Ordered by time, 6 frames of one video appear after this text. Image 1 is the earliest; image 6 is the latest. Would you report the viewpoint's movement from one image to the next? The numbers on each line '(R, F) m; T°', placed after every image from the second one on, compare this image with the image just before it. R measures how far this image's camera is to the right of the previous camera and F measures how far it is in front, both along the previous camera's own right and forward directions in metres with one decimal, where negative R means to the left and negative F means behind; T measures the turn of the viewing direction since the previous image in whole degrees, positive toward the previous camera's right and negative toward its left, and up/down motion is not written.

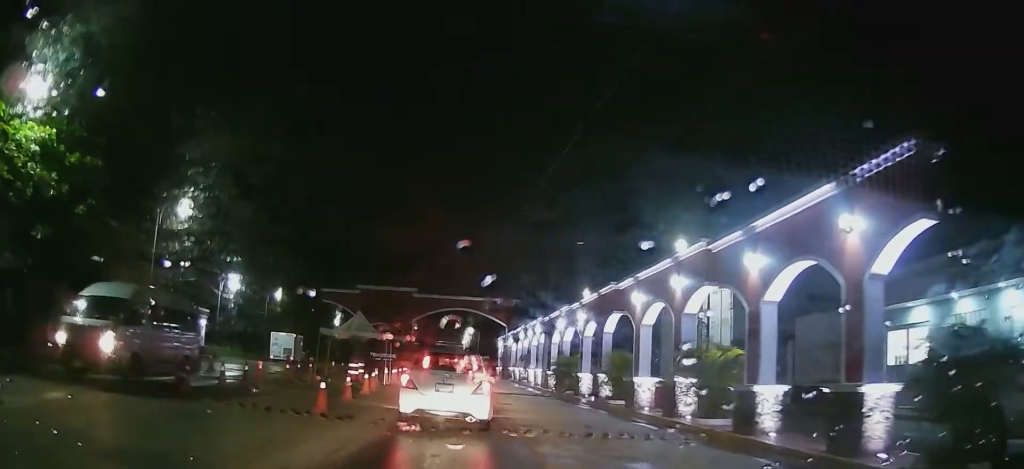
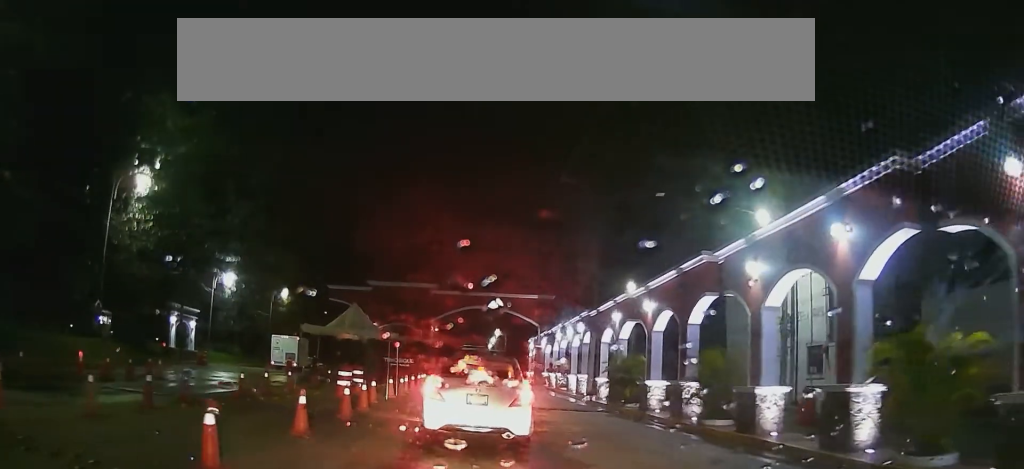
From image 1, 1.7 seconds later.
(-0.1, +7.9) m; -1°
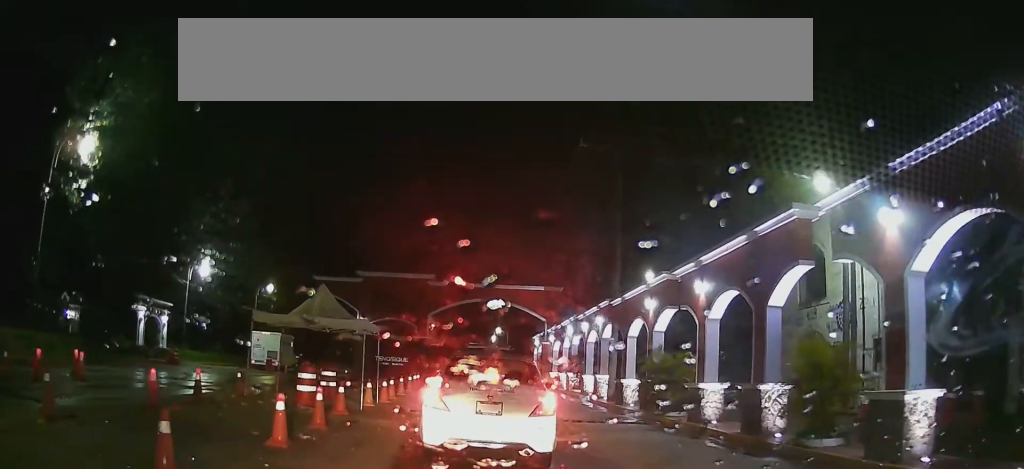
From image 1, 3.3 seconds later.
(-0.1, +7.3) m; 0°
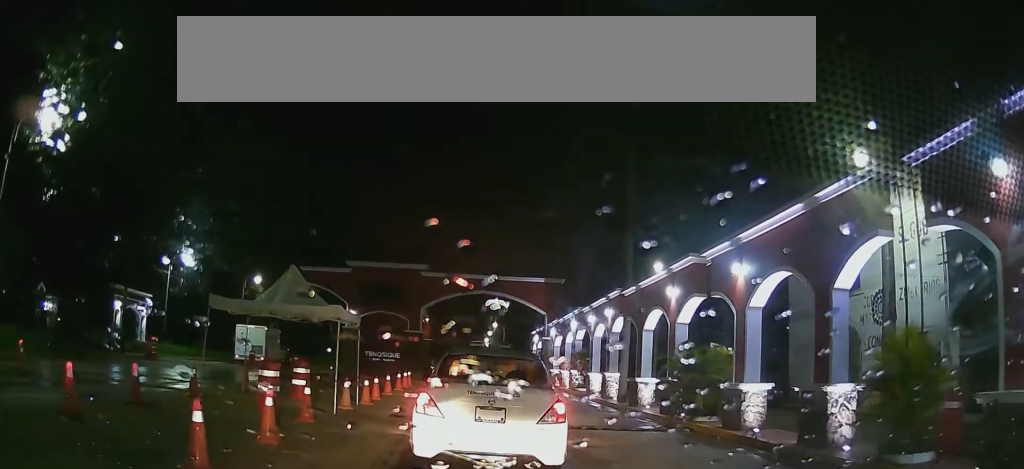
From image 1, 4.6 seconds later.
(+0.1, +5.3) m; +1°
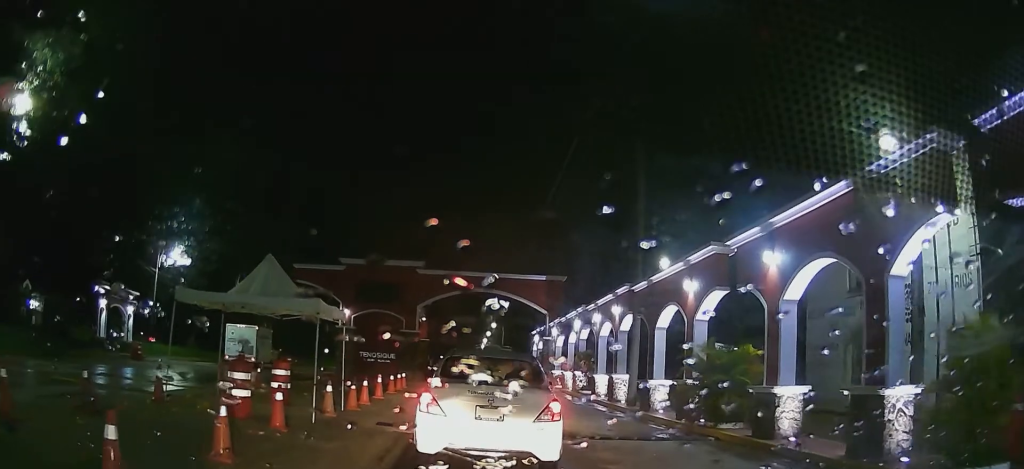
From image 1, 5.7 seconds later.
(0.0, +4.0) m; 0°
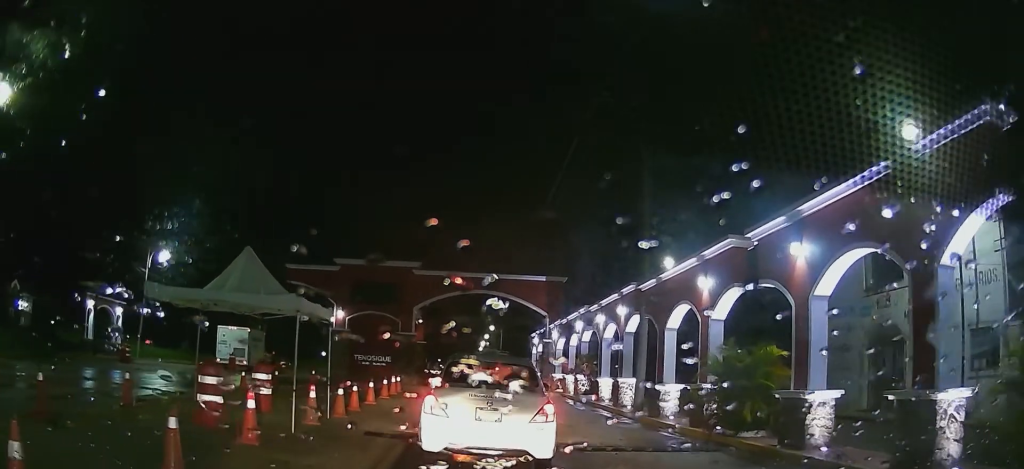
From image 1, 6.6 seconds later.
(0.0, +2.9) m; 0°
